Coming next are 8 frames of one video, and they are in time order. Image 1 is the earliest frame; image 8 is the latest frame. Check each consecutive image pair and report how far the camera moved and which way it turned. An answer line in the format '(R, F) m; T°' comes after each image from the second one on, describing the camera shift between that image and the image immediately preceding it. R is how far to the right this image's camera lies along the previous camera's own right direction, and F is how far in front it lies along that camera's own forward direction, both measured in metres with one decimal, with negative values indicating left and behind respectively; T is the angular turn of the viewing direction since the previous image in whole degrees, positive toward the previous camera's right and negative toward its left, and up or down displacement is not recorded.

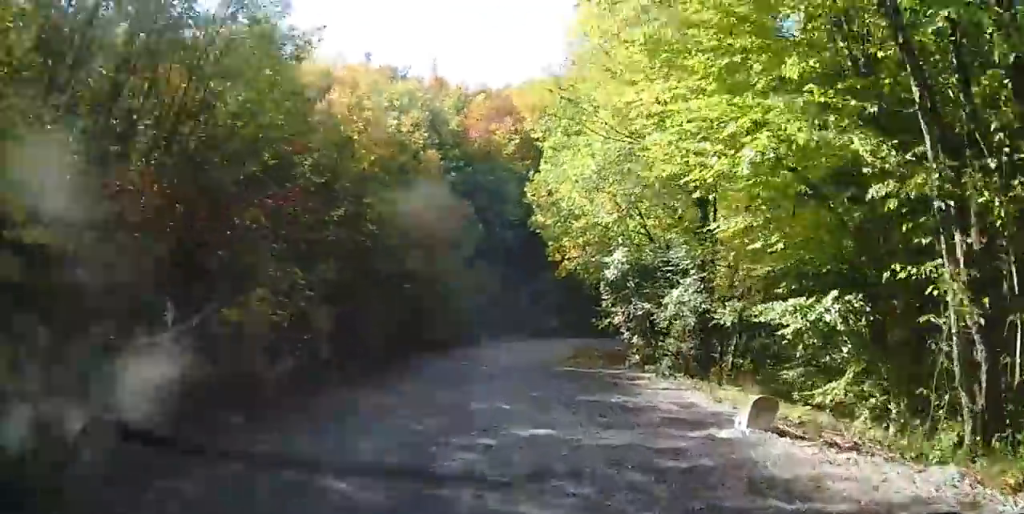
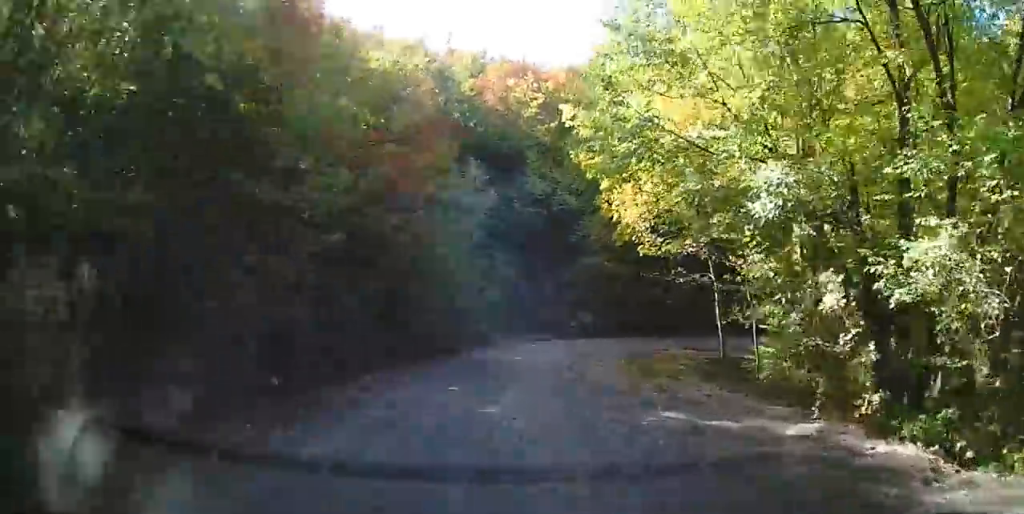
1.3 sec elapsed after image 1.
(-0.3, +7.8) m; -3°
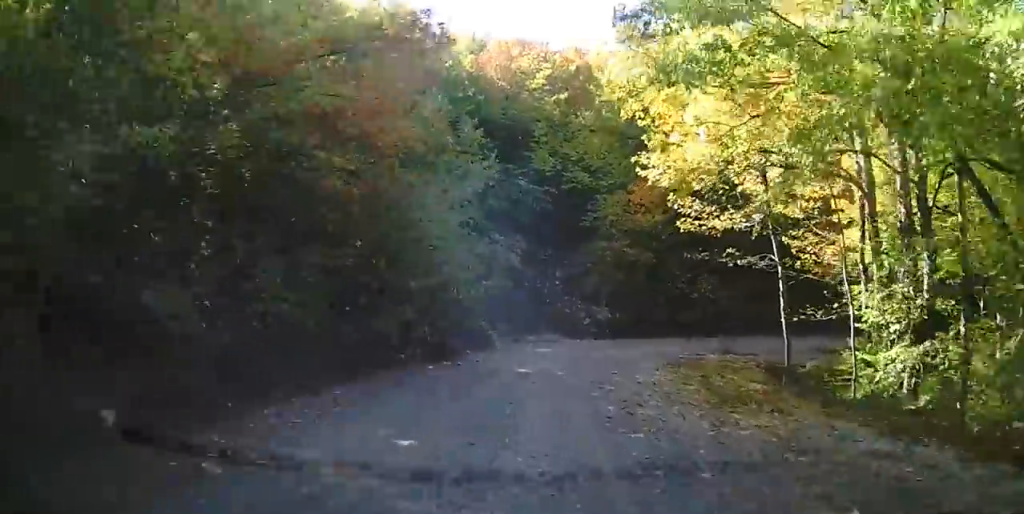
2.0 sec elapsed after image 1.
(0.0, +4.3) m; 0°
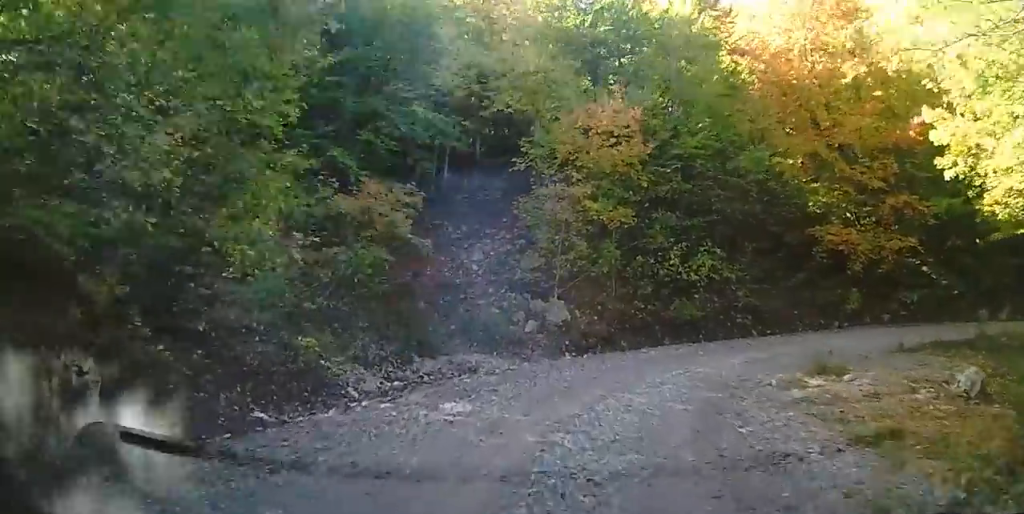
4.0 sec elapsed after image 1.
(+0.5, +12.2) m; +13°
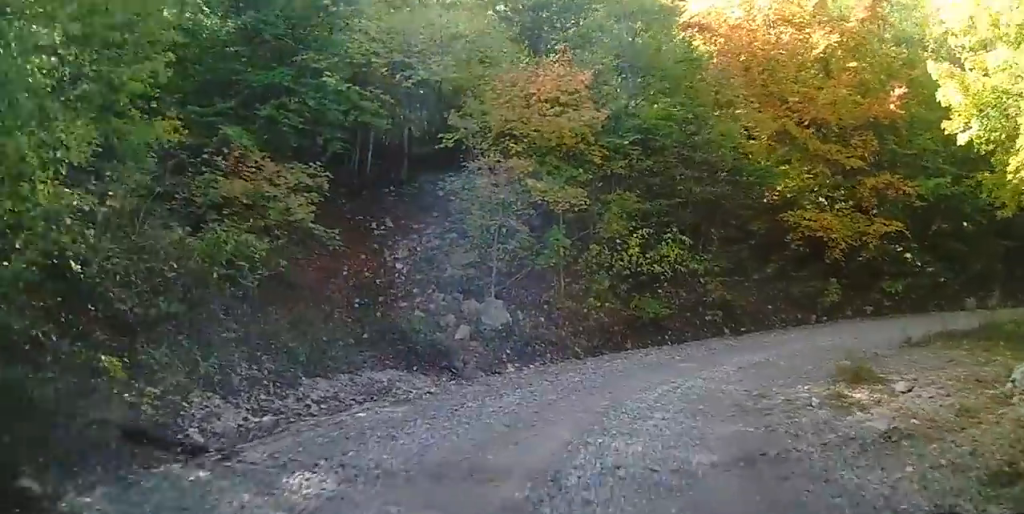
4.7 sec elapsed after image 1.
(+0.4, +3.7) m; +6°
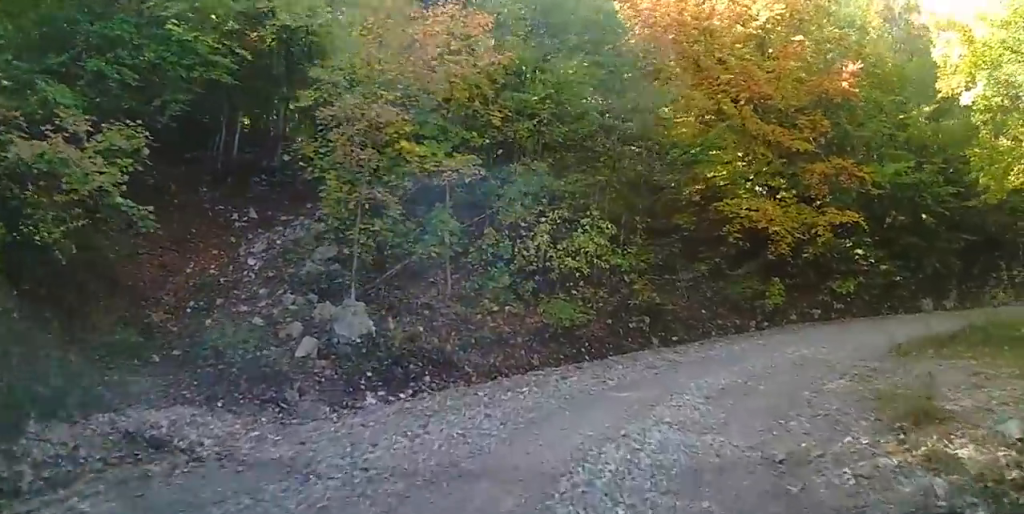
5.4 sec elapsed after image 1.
(+0.4, +4.4) m; +9°
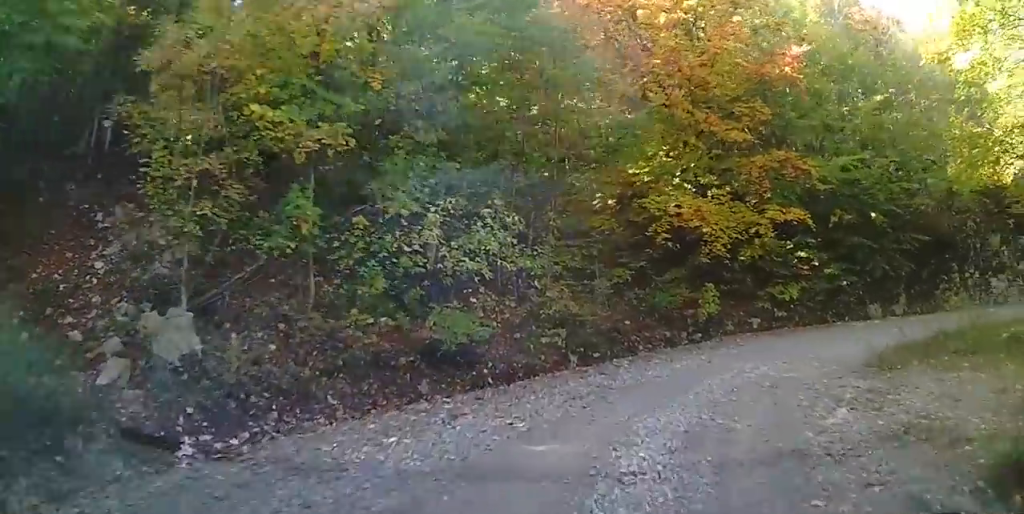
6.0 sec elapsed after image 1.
(-0.3, +3.1) m; +10°
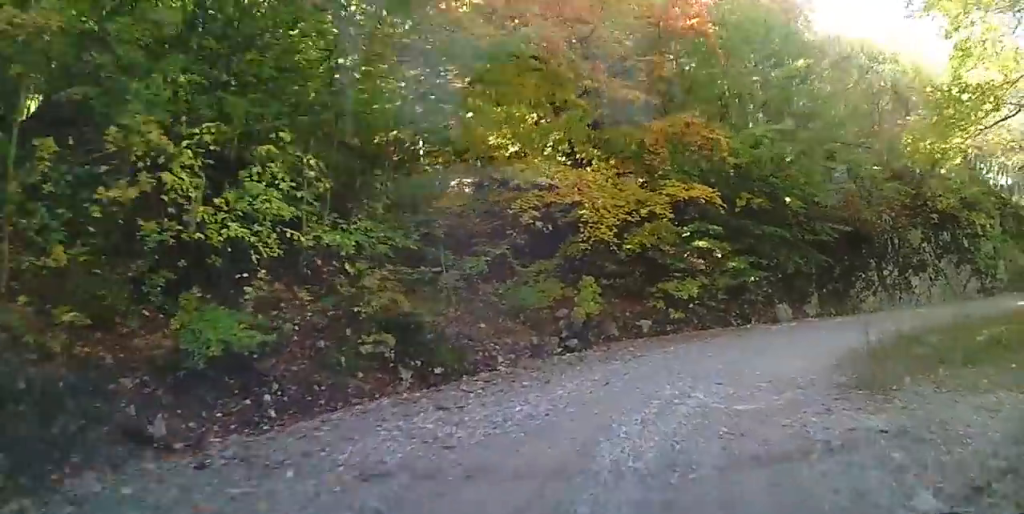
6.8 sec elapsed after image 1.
(+1.0, +4.3) m; +15°
